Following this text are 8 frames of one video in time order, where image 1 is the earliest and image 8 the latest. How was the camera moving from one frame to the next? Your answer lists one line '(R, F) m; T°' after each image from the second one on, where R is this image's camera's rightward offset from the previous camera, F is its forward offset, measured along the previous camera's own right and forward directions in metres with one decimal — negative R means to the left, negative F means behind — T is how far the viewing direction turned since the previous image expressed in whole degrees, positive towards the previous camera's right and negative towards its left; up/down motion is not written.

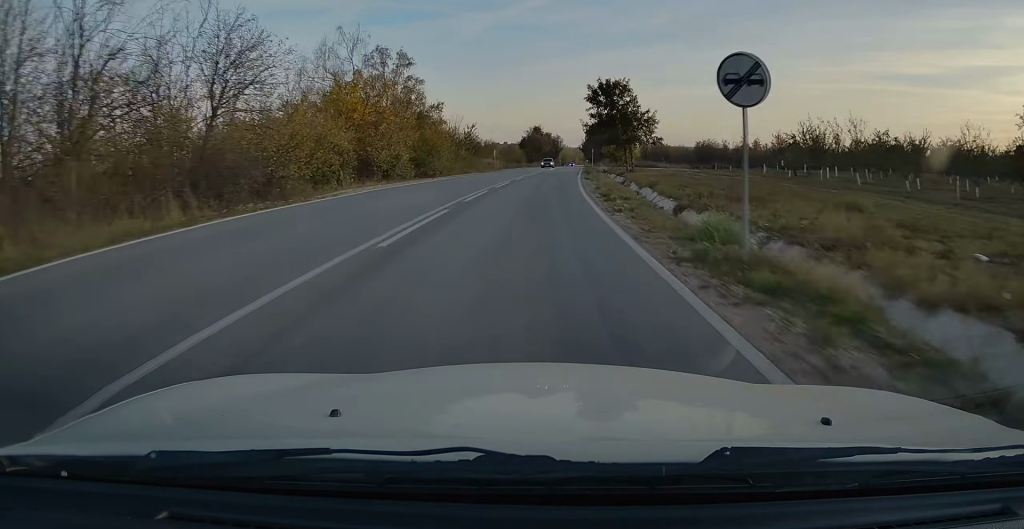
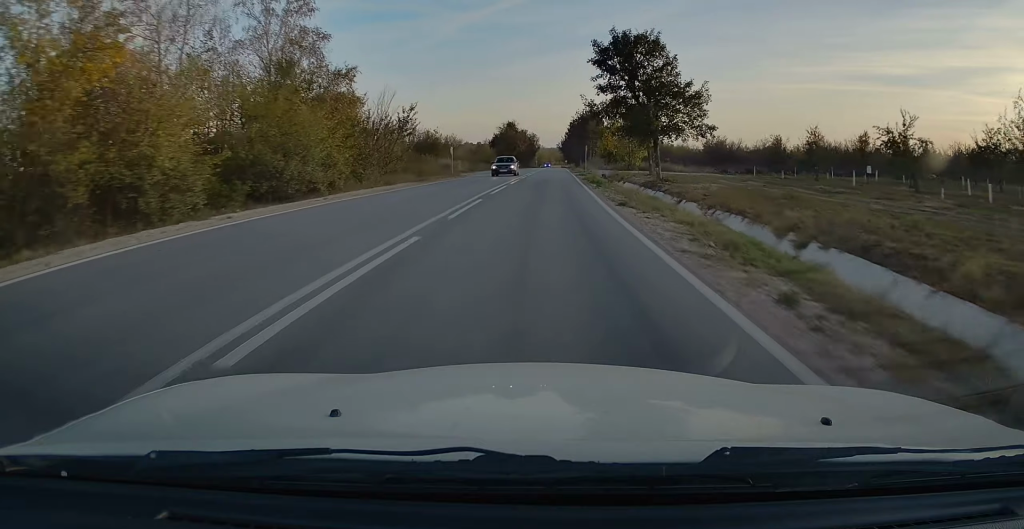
(+0.5, +23.0) m; +2°
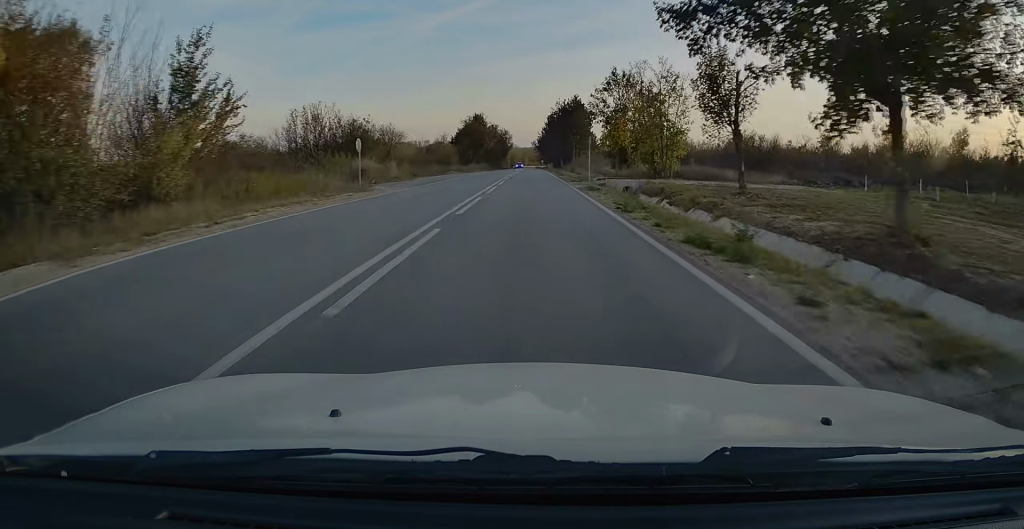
(+0.5, +25.7) m; +2°
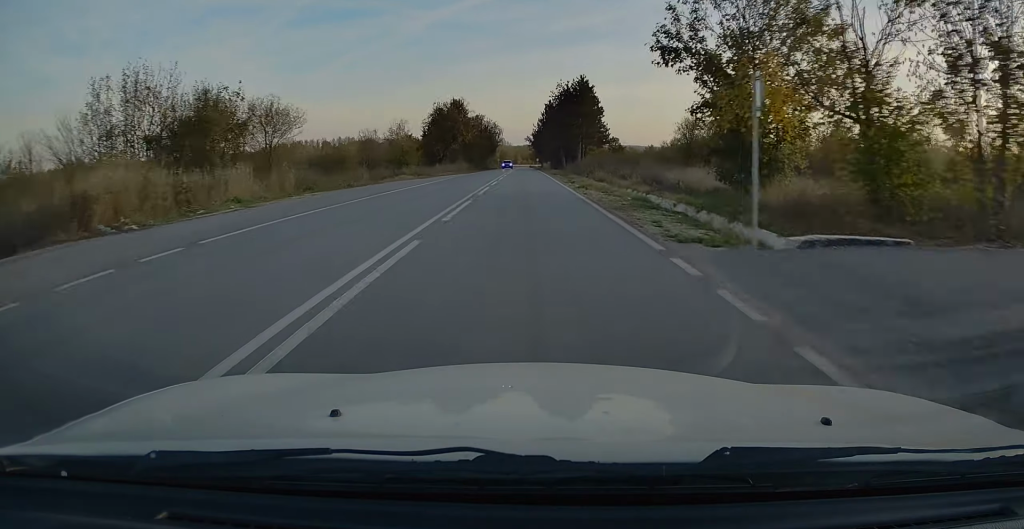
(+0.5, +28.6) m; +1°
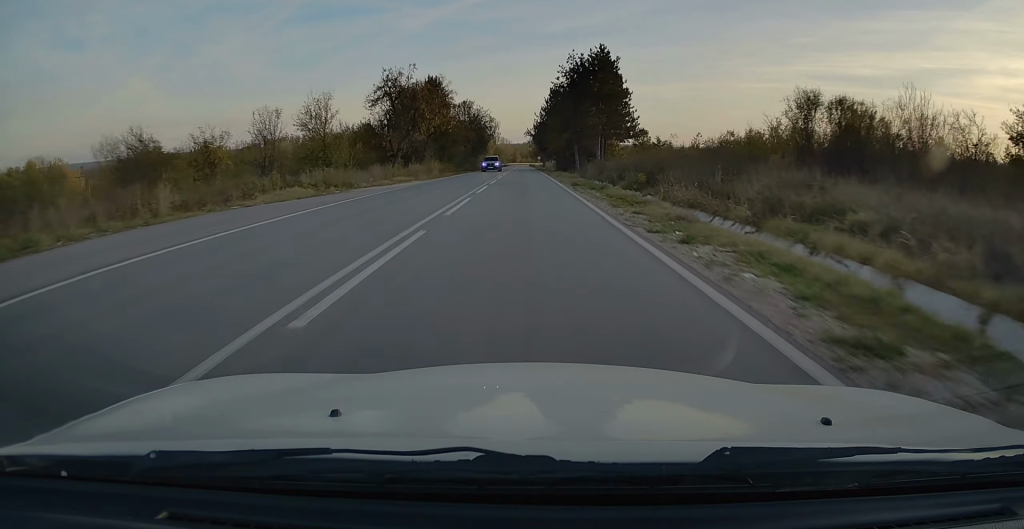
(0.0, +25.9) m; 0°
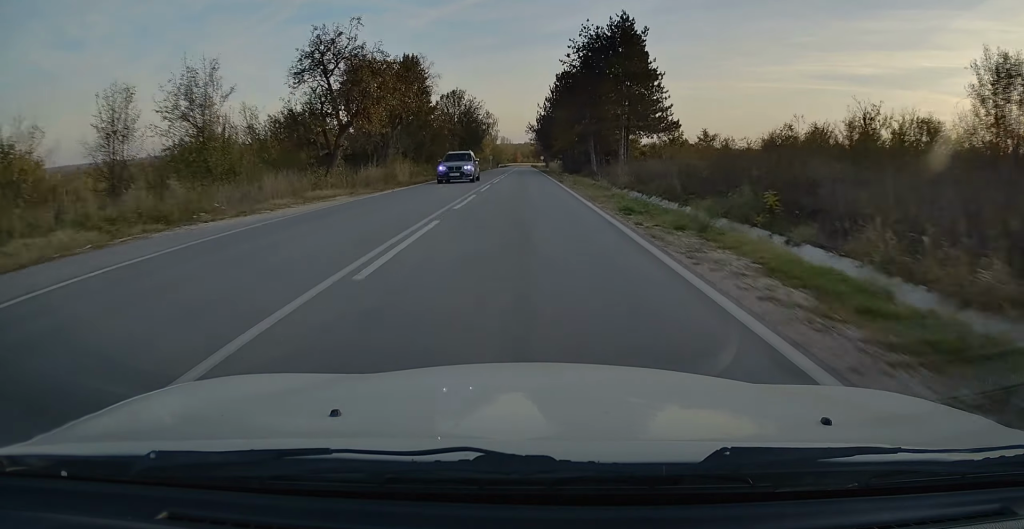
(-0.1, +16.1) m; -1°
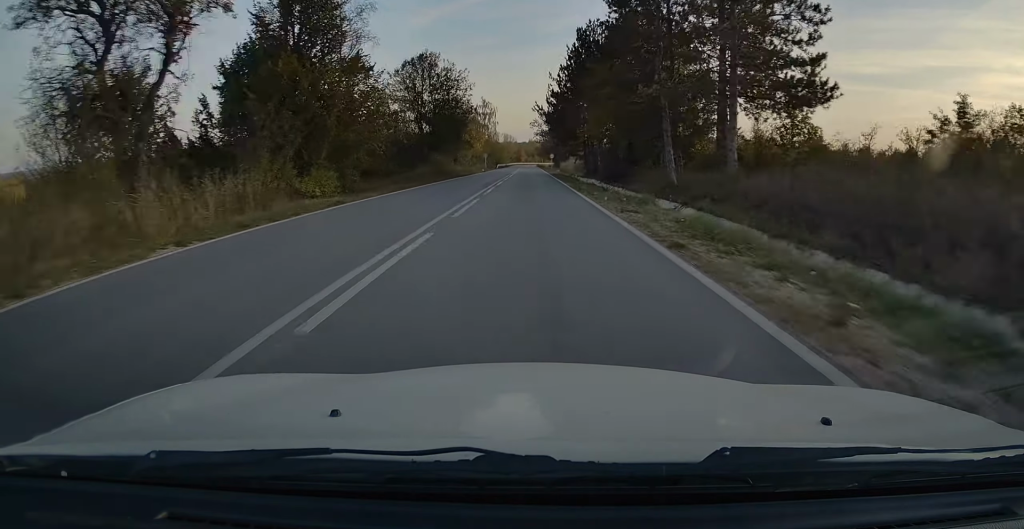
(-0.3, +28.7) m; -1°
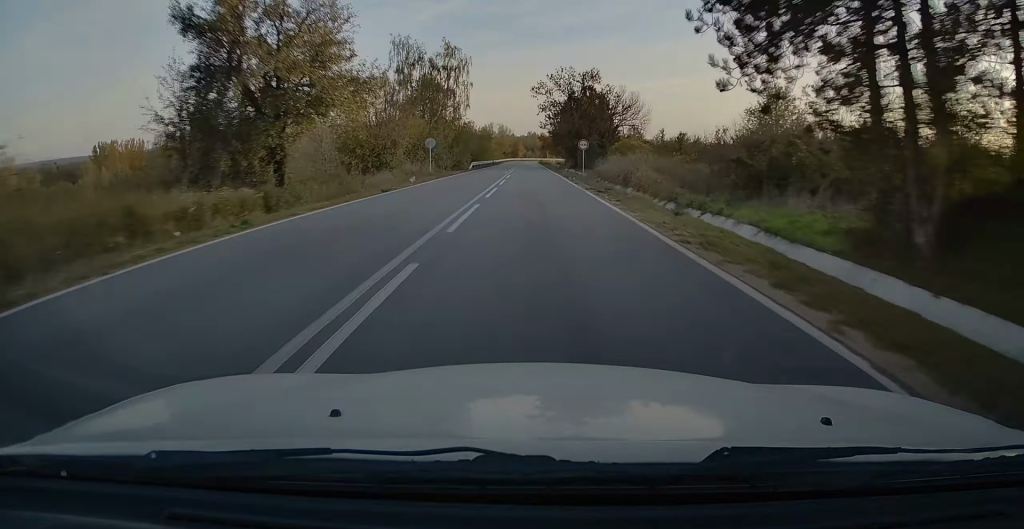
(-0.2, +56.4) m; 0°
